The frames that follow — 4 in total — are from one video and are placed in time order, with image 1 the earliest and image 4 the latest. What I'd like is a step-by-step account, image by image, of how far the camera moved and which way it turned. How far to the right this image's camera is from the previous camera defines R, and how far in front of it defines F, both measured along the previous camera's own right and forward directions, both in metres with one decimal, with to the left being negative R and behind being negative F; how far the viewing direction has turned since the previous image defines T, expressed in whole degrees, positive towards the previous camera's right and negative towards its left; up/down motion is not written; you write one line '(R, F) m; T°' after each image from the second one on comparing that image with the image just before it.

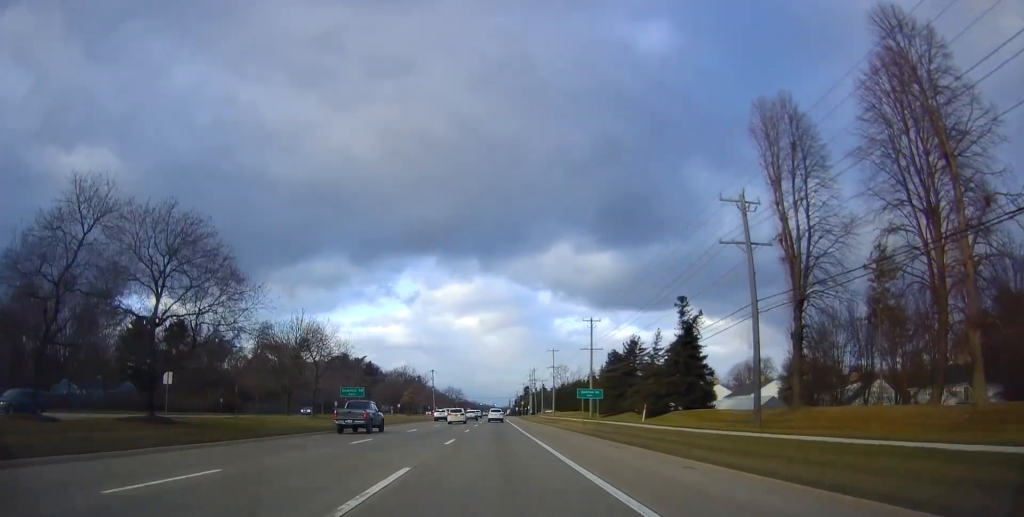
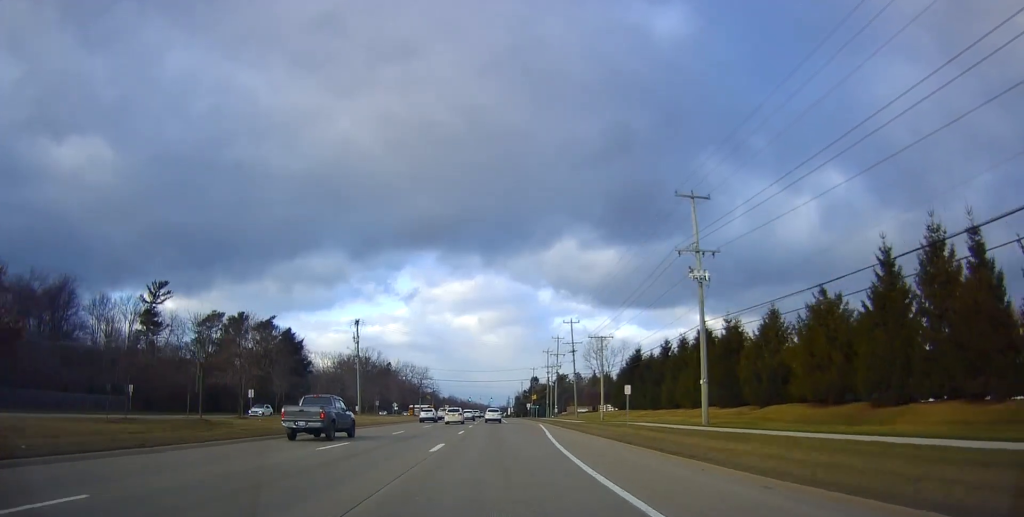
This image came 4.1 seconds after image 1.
(+0.3, +94.4) m; 0°
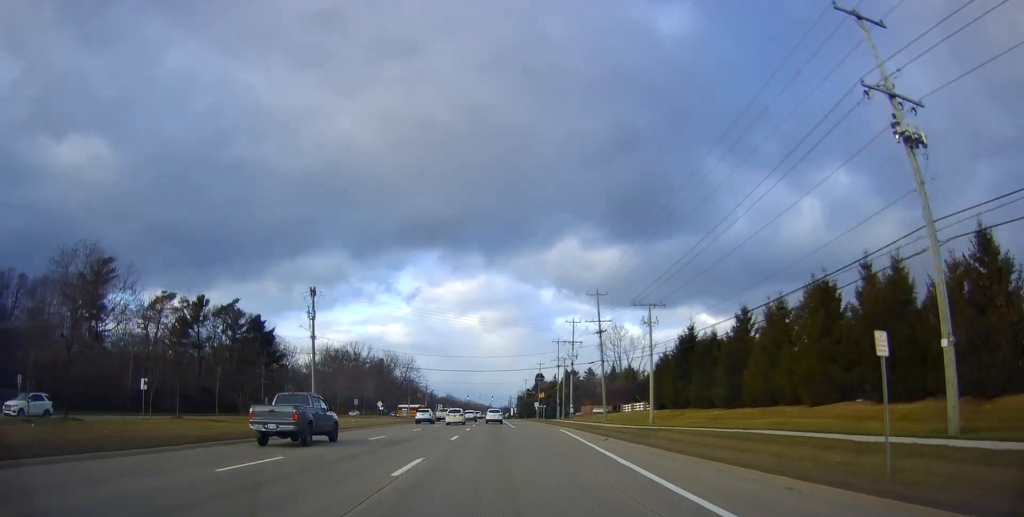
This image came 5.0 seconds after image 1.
(-0.1, +21.8) m; 0°
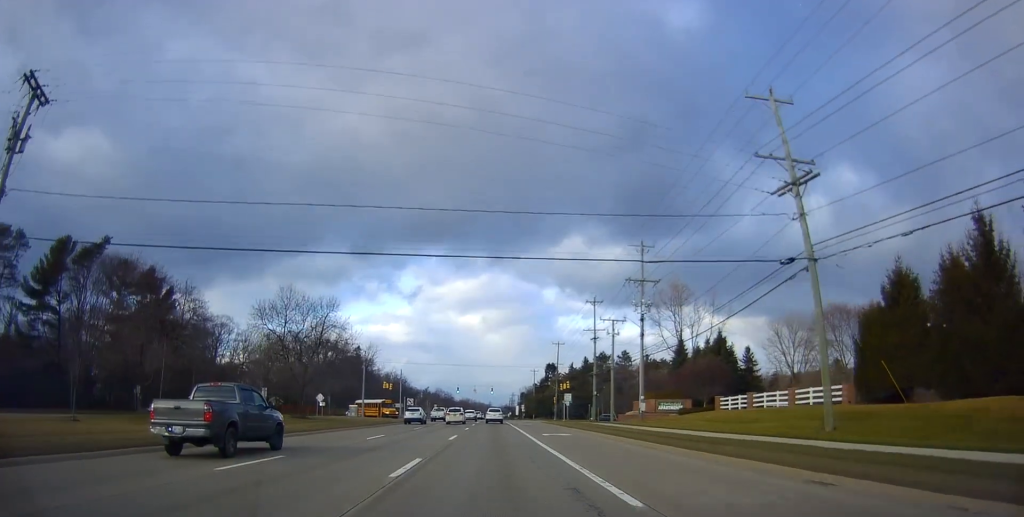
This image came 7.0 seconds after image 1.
(-0.5, +45.7) m; -1°
